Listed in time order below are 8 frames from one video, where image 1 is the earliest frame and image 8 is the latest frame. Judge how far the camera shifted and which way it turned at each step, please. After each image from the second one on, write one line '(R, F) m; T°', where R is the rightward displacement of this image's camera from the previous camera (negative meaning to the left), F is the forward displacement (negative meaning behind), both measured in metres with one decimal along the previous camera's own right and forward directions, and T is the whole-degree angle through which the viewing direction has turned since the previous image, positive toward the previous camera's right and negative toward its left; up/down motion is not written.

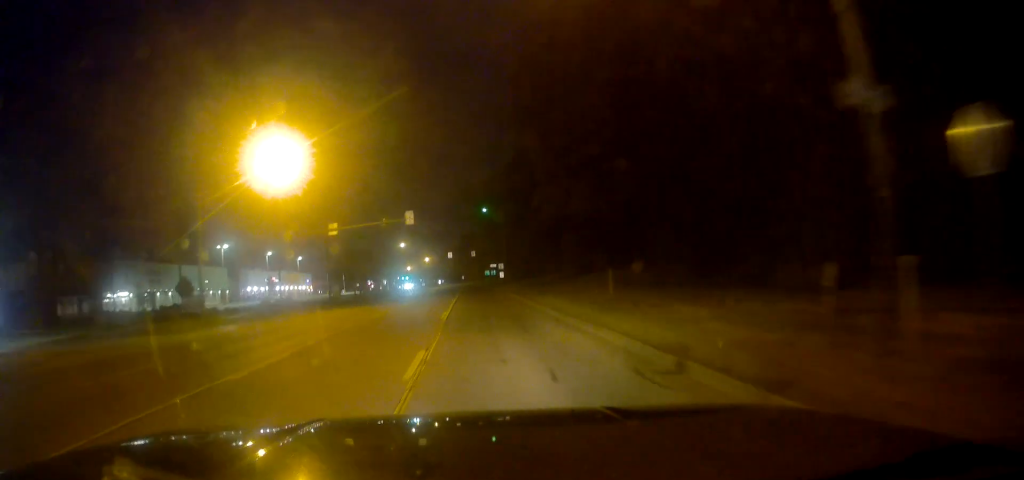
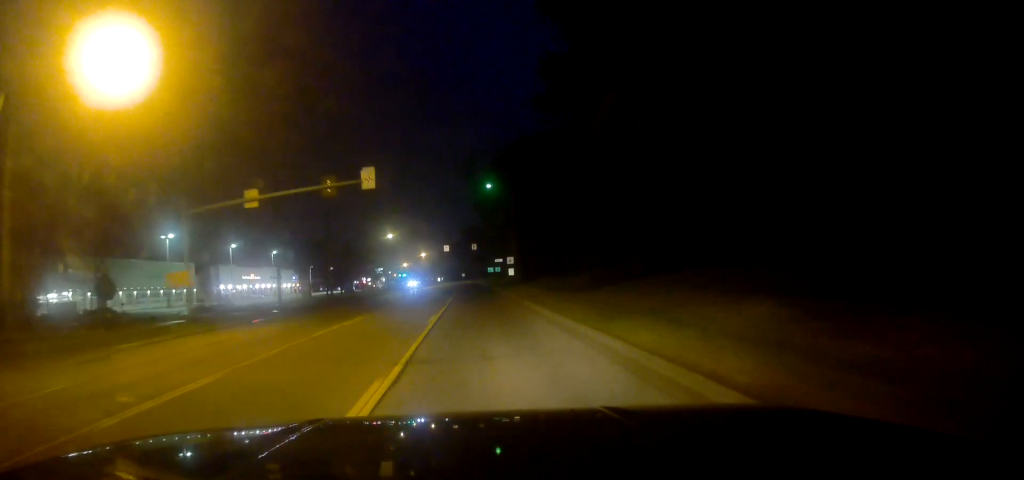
(0.0, +18.3) m; 0°
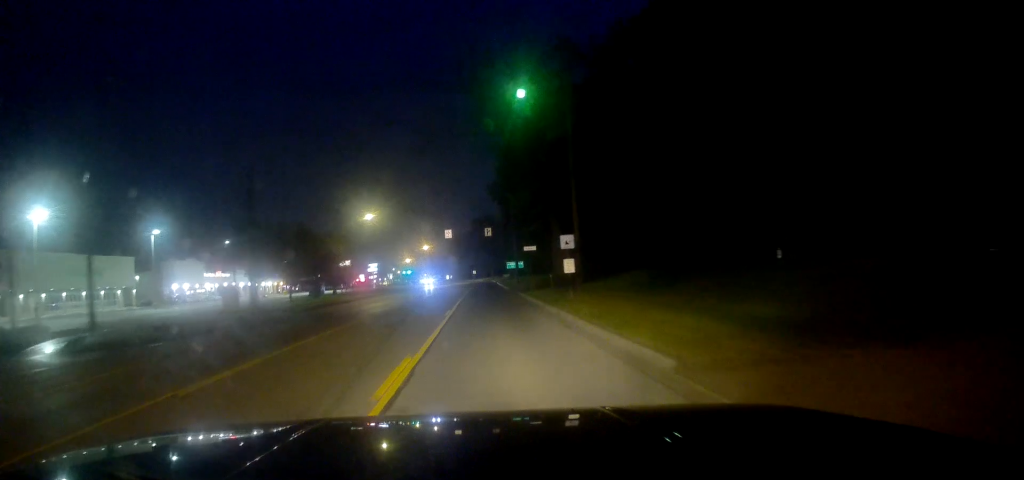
(0.0, +28.9) m; -1°
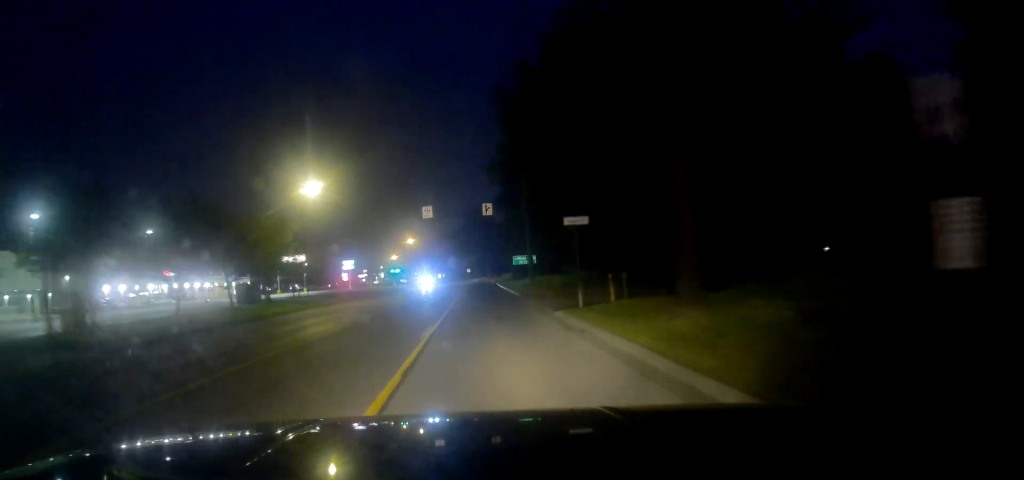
(-0.5, +22.5) m; -1°
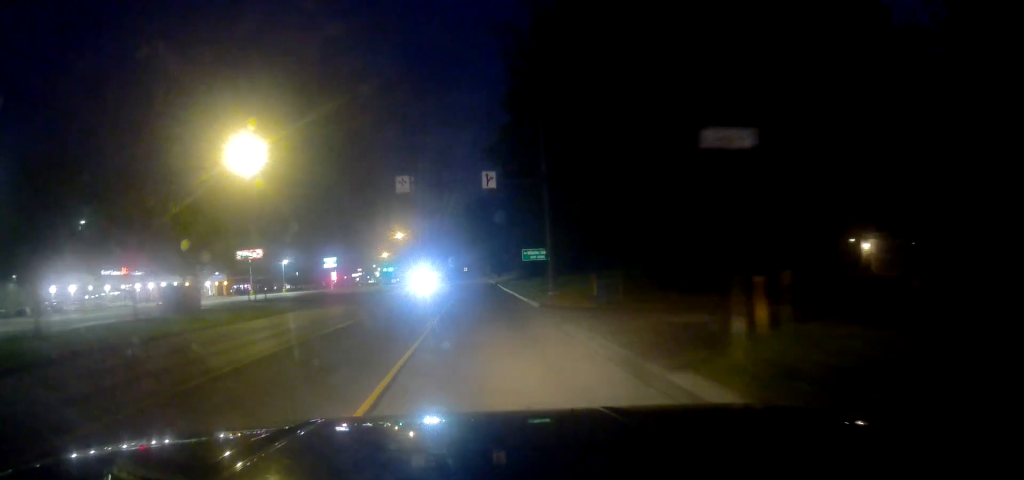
(+0.1, +14.2) m; 0°
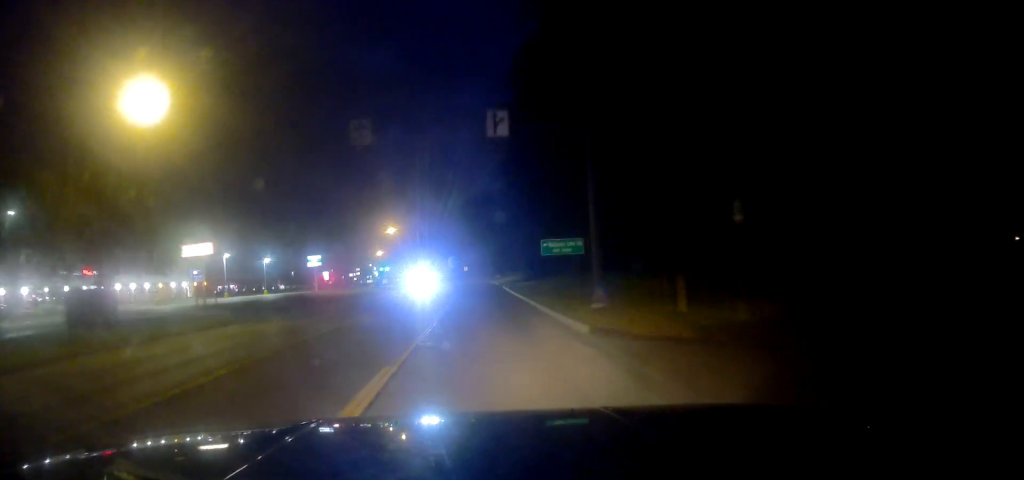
(+0.1, +11.5) m; 0°
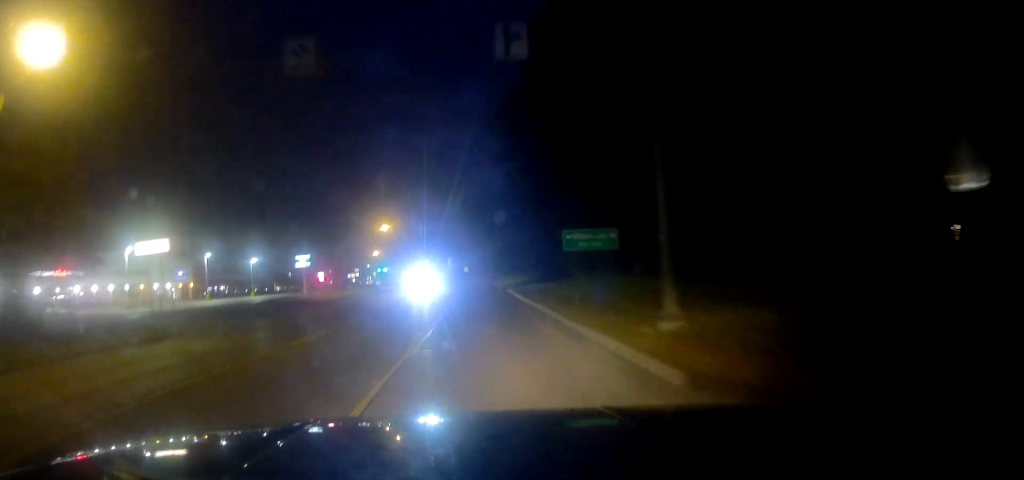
(-0.2, +7.1) m; 0°
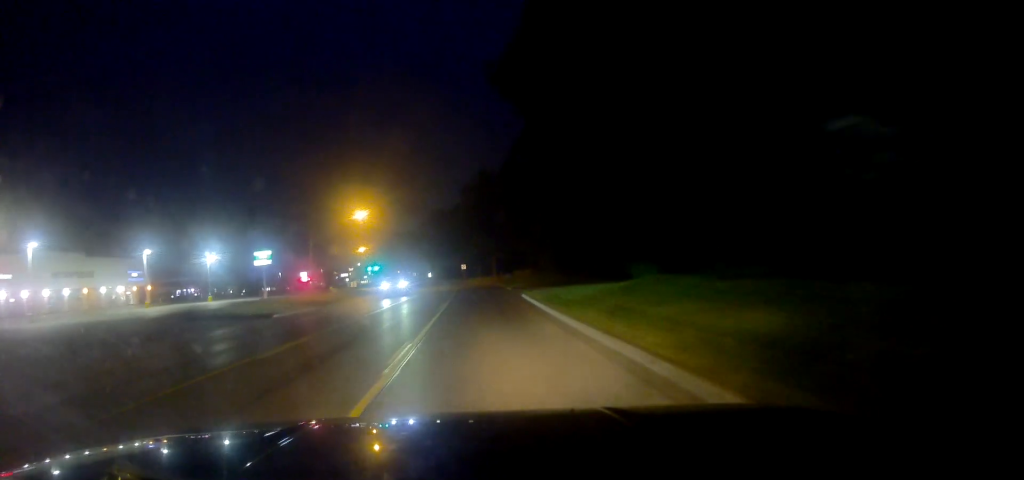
(+0.2, +17.2) m; +1°
